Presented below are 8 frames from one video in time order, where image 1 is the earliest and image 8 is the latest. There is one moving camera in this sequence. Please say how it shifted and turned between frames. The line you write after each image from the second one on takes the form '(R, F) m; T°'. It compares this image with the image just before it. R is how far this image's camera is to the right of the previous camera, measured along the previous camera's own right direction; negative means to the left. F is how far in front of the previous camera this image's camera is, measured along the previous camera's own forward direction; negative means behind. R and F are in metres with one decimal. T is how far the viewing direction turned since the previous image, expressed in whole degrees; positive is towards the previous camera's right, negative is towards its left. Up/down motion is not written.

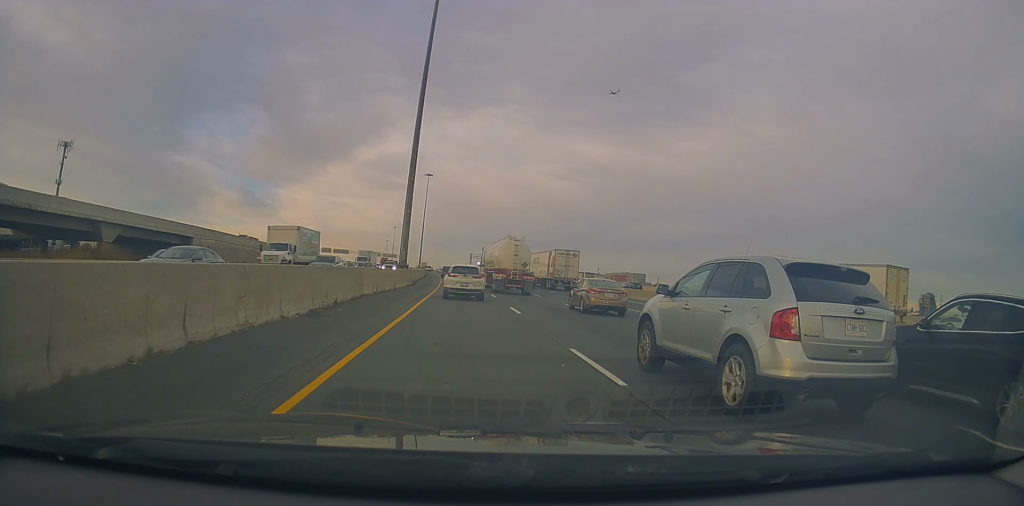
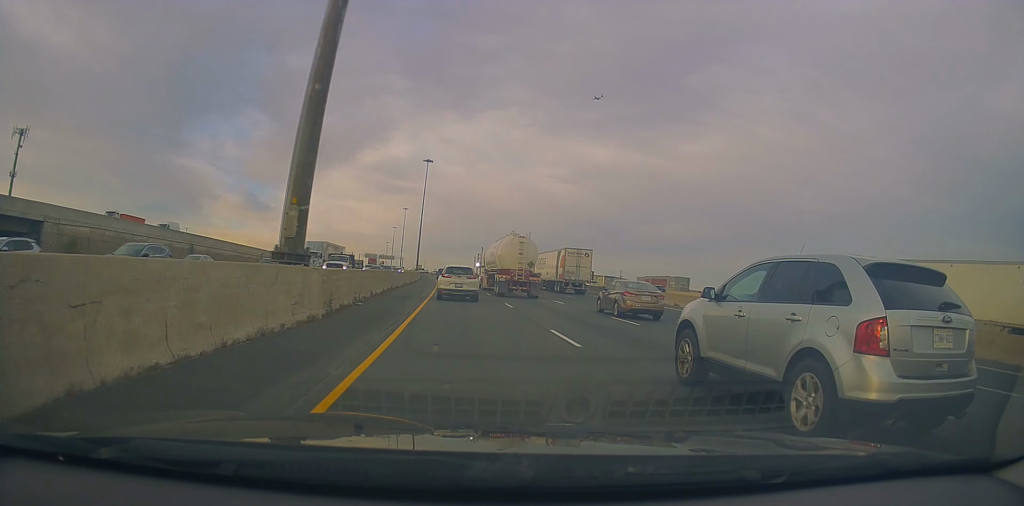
(-0.1, +32.7) m; 0°
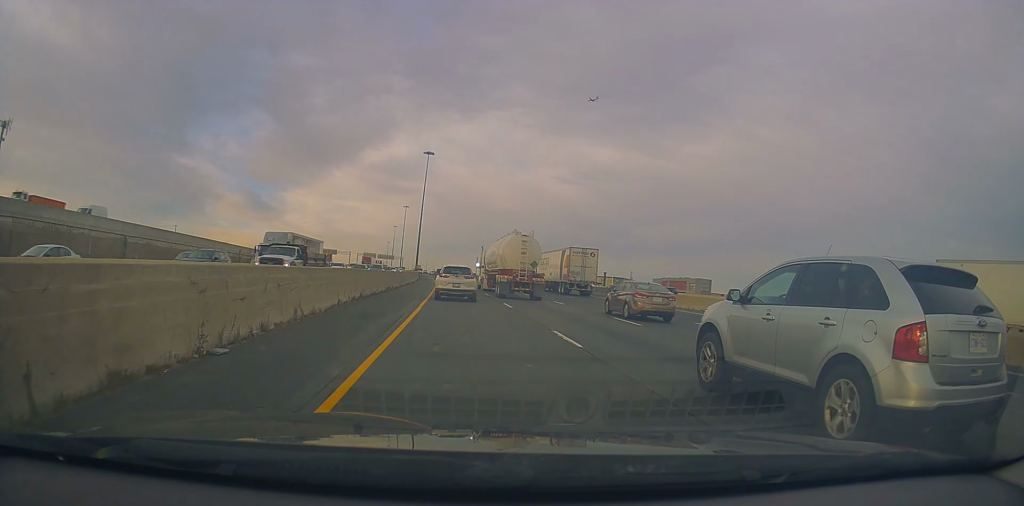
(0.0, +12.4) m; 0°
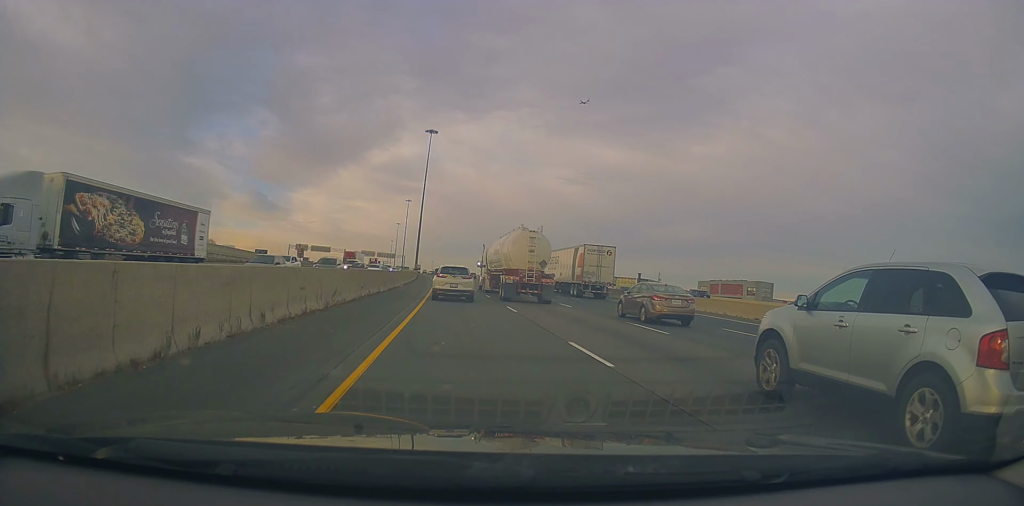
(0.0, +26.2) m; -1°
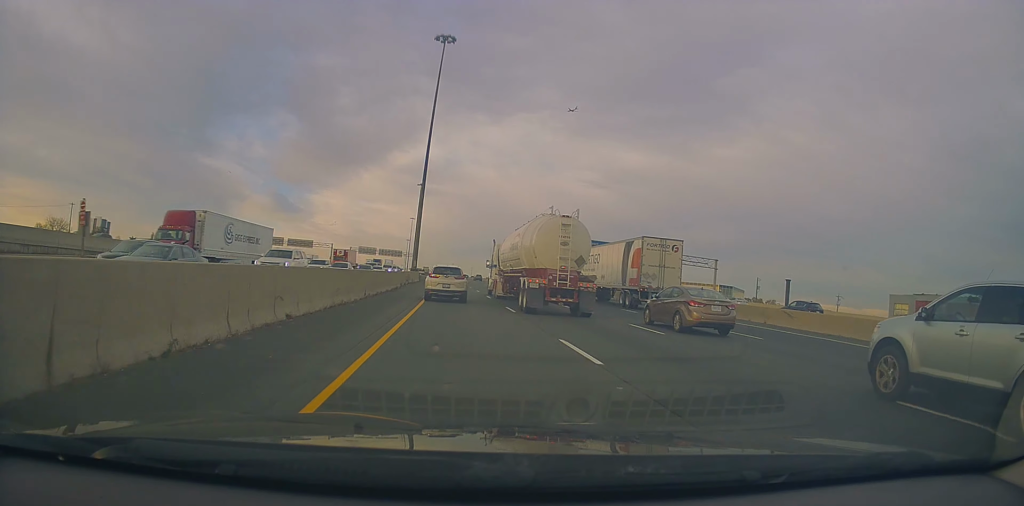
(-1.1, +60.7) m; -2°
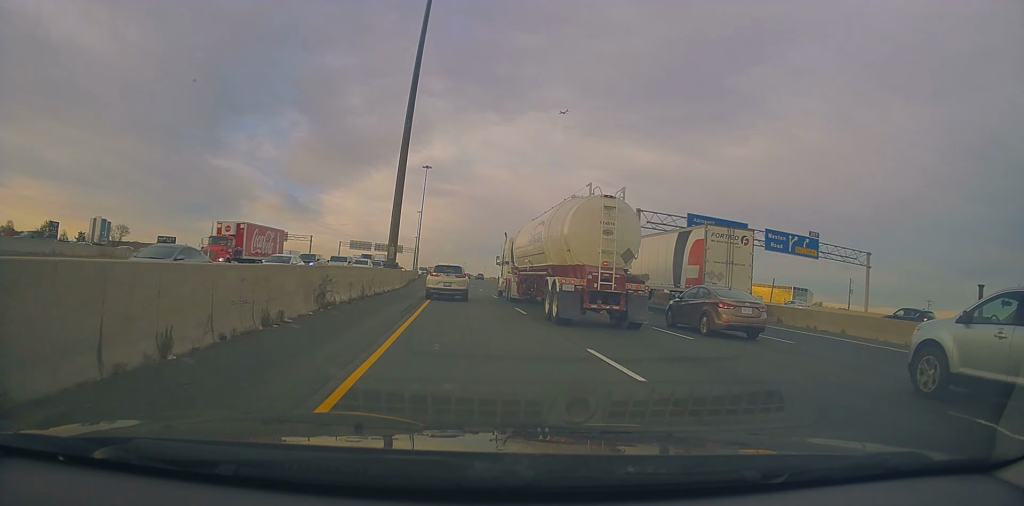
(-0.4, +38.1) m; -1°
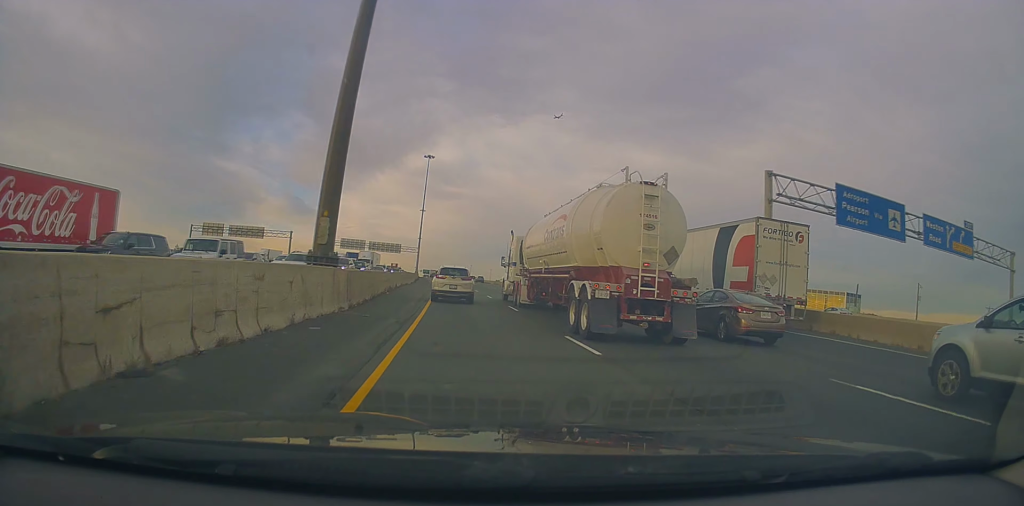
(+0.6, +21.3) m; -1°
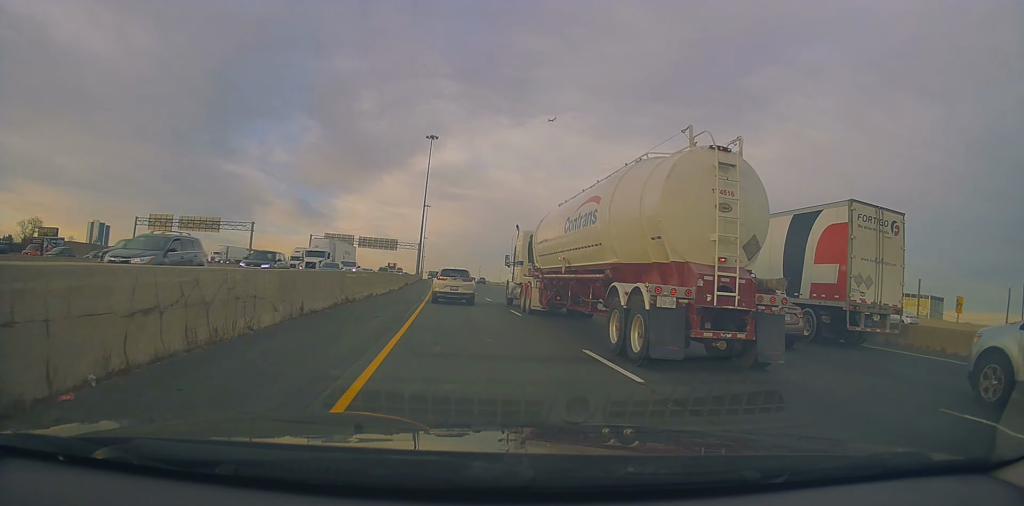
(-1.3, +26.8) m; -1°
